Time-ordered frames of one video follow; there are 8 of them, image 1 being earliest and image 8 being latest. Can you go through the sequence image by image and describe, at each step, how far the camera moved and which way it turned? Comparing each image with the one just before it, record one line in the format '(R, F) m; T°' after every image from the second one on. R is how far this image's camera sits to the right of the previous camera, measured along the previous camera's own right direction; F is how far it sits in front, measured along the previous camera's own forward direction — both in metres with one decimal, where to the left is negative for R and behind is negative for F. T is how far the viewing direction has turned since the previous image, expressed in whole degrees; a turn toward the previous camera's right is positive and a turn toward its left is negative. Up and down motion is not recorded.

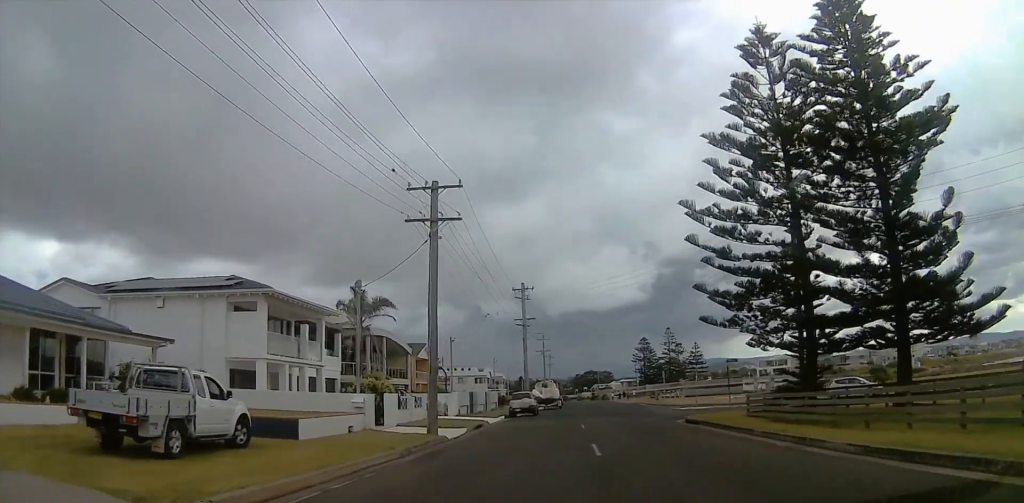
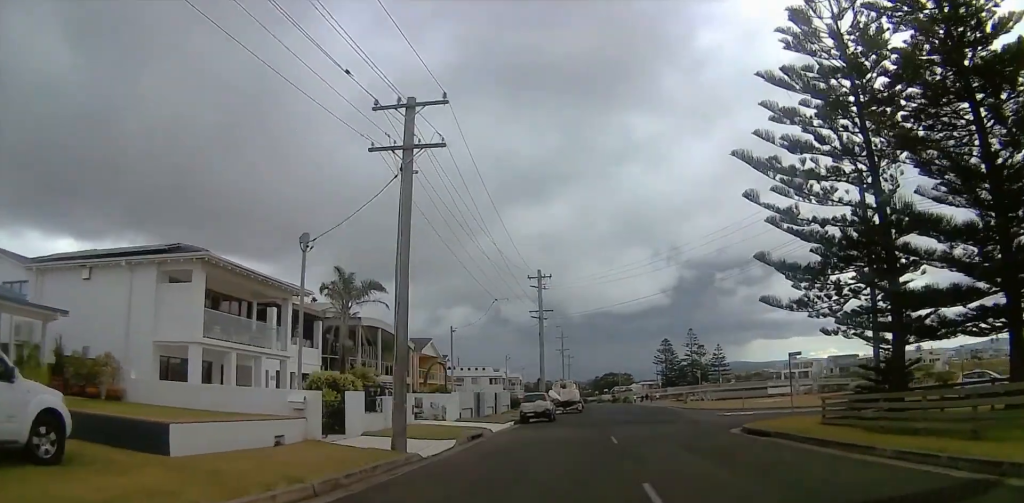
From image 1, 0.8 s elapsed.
(+0.3, +8.3) m; -2°
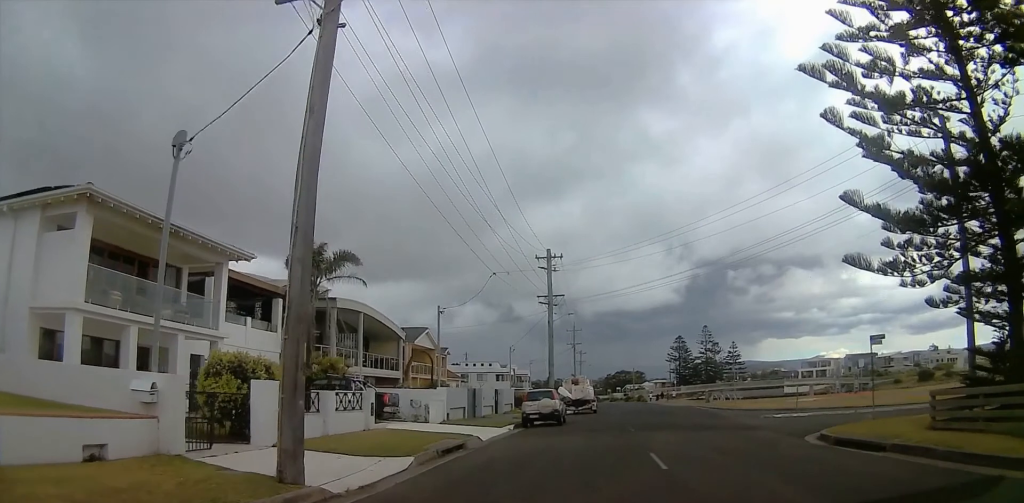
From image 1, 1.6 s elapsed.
(-0.6, +8.0) m; -4°
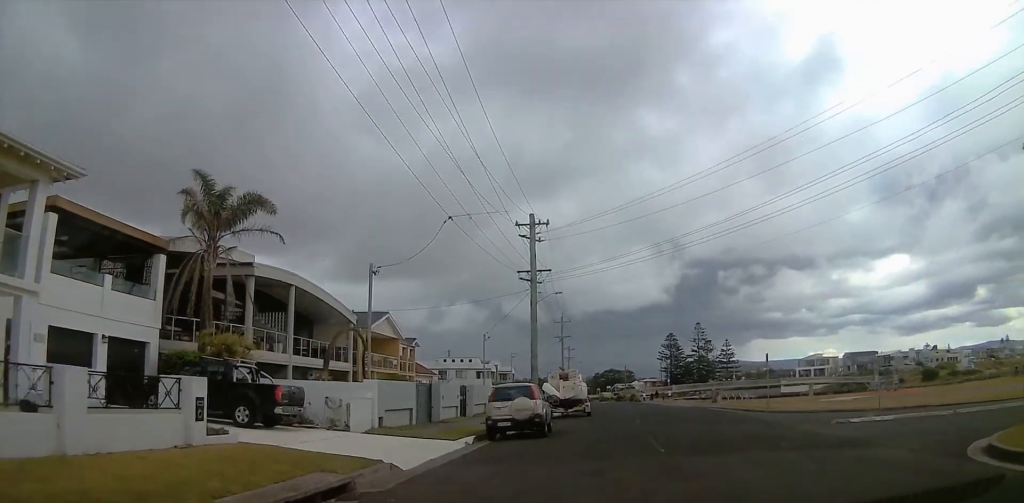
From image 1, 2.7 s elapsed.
(-0.3, +10.2) m; +3°
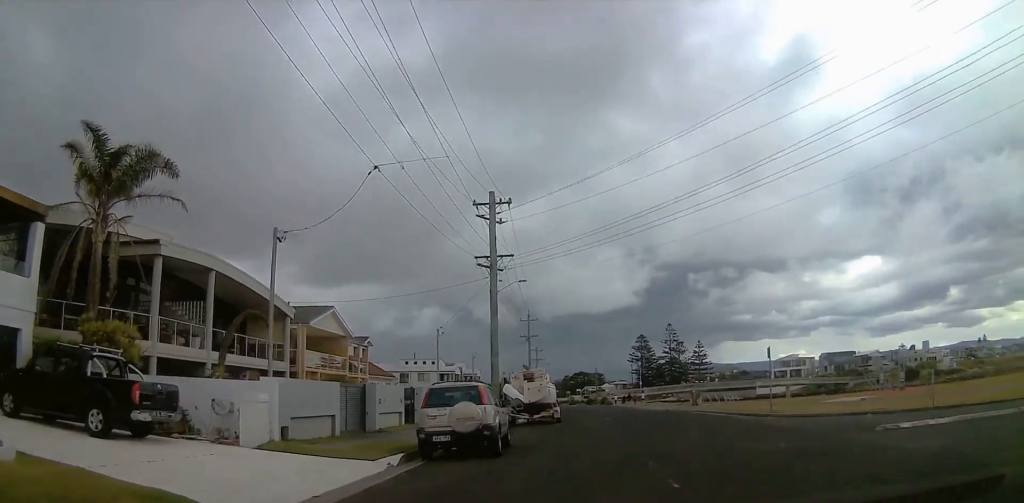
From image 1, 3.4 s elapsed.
(+0.5, +6.0) m; +7°
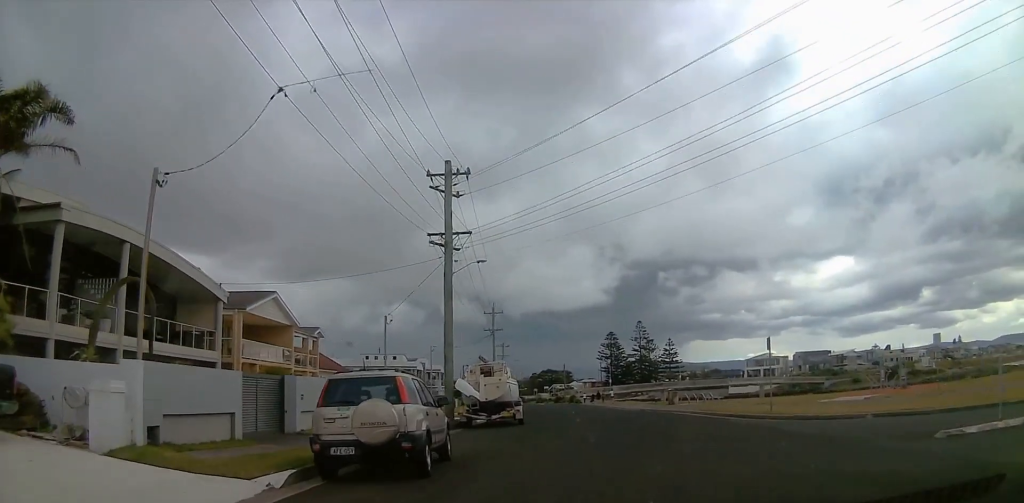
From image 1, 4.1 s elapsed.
(+0.3, +4.9) m; +6°
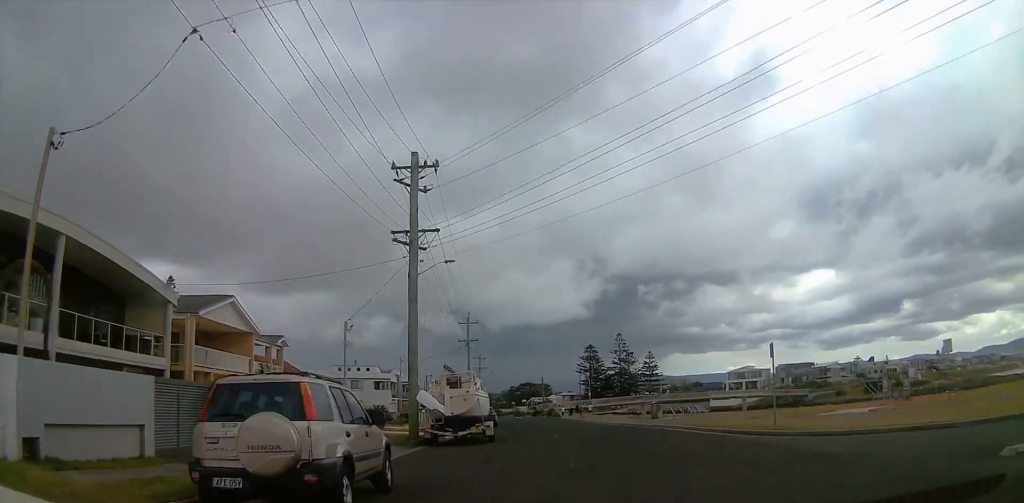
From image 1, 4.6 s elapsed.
(+0.2, +3.4) m; +3°
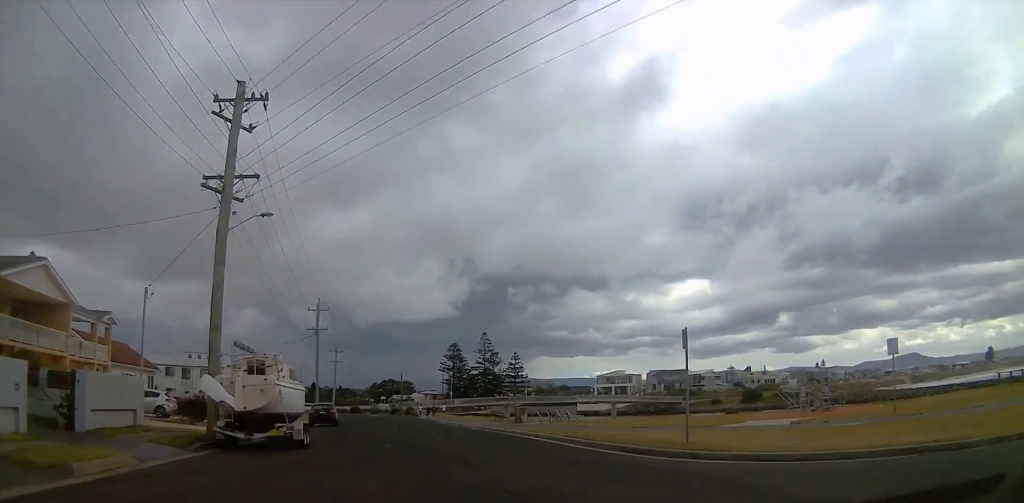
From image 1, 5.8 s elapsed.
(+0.1, +6.5) m; +9°
